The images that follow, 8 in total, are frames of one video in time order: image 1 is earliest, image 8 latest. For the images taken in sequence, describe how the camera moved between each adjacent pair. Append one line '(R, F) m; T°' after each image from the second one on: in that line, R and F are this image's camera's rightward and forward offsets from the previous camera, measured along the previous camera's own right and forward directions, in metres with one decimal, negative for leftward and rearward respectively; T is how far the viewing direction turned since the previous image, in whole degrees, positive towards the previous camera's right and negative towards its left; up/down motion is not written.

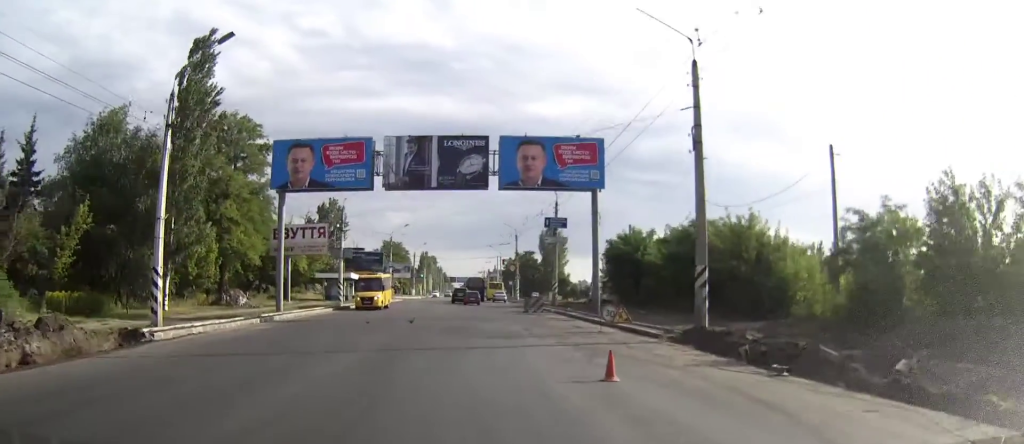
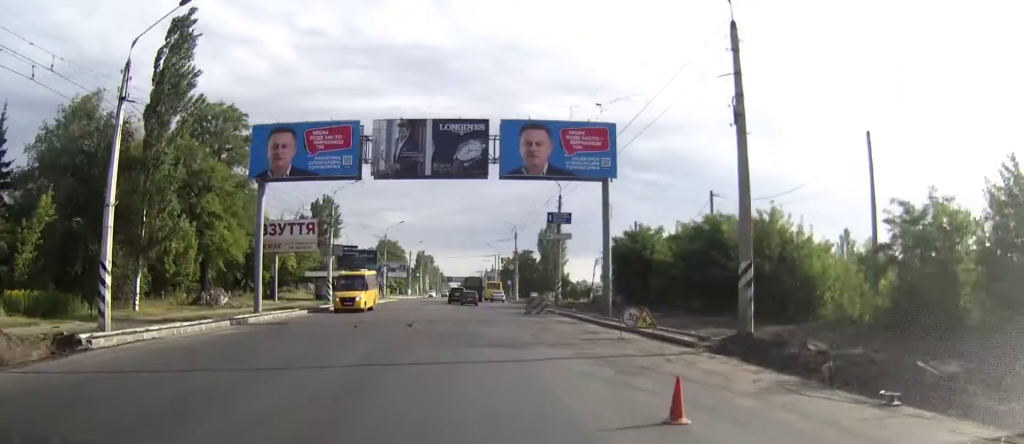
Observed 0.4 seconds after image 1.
(0.0, +3.9) m; 0°
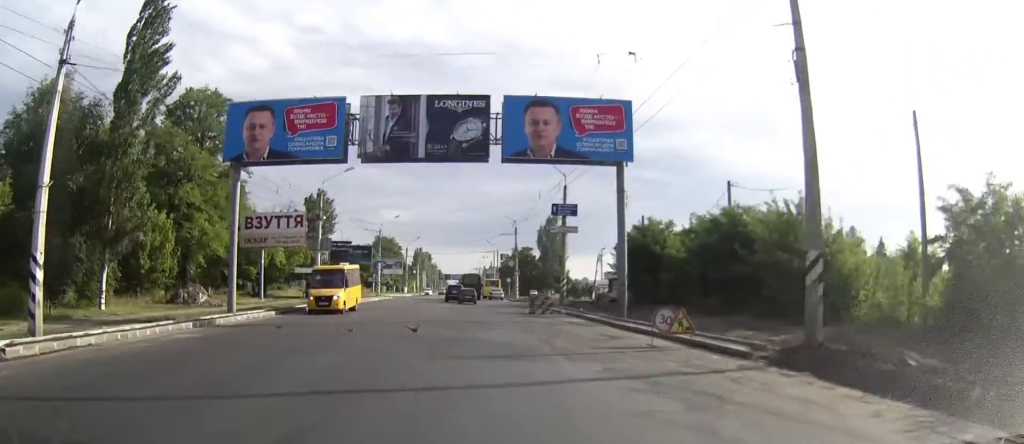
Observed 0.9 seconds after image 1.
(0.0, +3.8) m; 0°
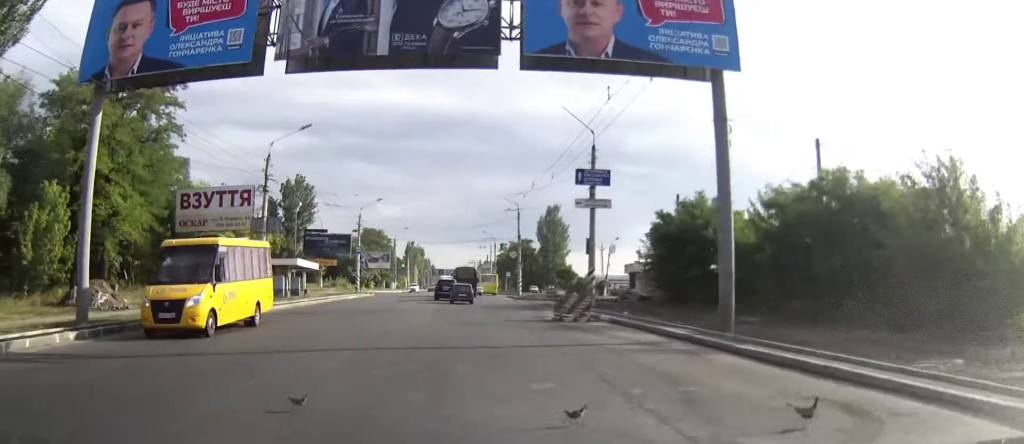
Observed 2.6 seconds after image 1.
(0.0, +12.5) m; 0°
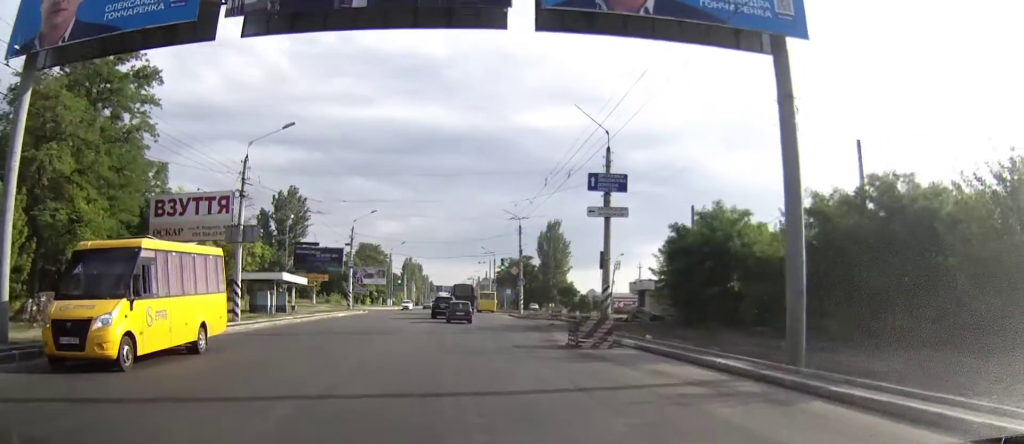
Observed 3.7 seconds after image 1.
(0.0, +4.4) m; +1°
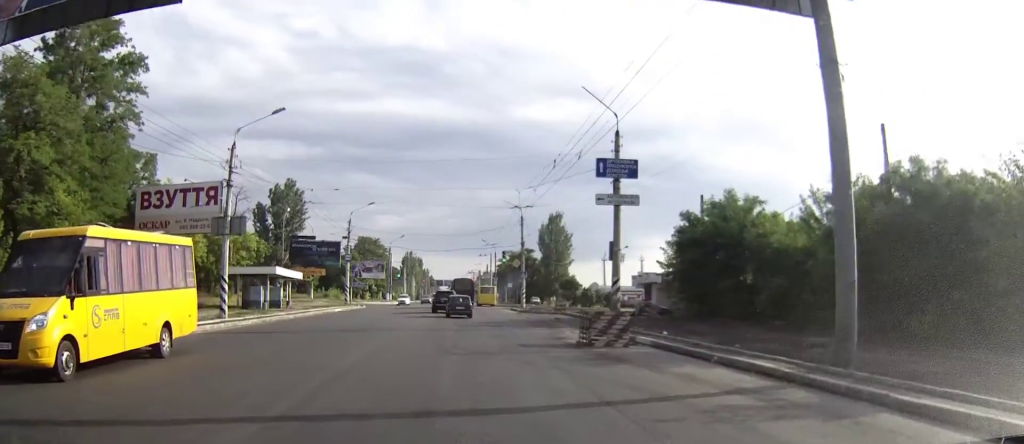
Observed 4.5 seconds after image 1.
(0.0, +2.2) m; 0°
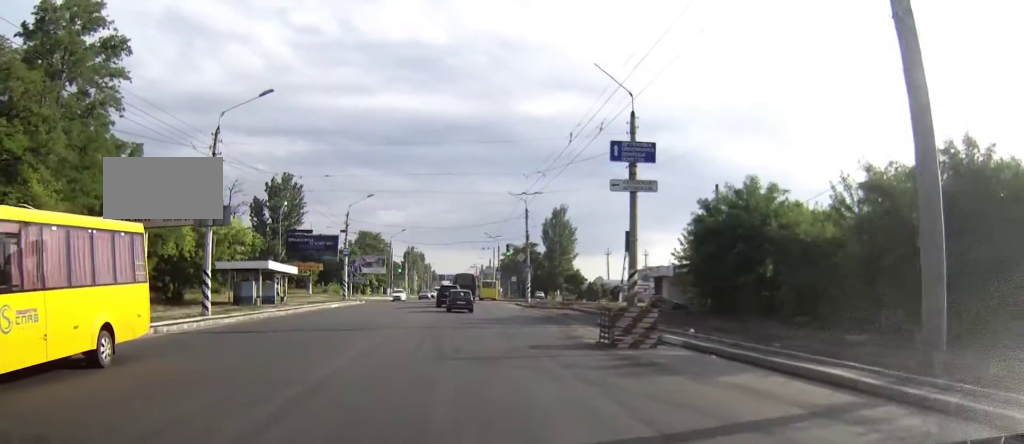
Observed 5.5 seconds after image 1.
(0.0, +3.0) m; 0°
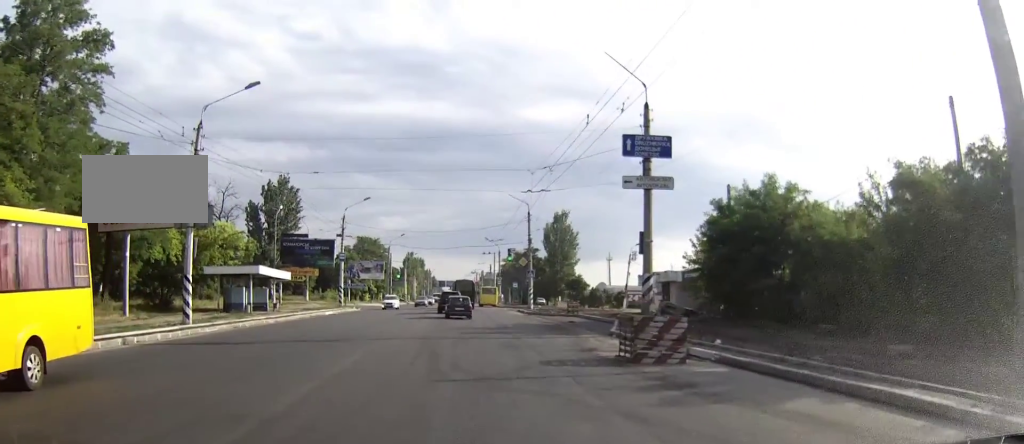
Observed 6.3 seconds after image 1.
(0.0, +2.6) m; 0°
